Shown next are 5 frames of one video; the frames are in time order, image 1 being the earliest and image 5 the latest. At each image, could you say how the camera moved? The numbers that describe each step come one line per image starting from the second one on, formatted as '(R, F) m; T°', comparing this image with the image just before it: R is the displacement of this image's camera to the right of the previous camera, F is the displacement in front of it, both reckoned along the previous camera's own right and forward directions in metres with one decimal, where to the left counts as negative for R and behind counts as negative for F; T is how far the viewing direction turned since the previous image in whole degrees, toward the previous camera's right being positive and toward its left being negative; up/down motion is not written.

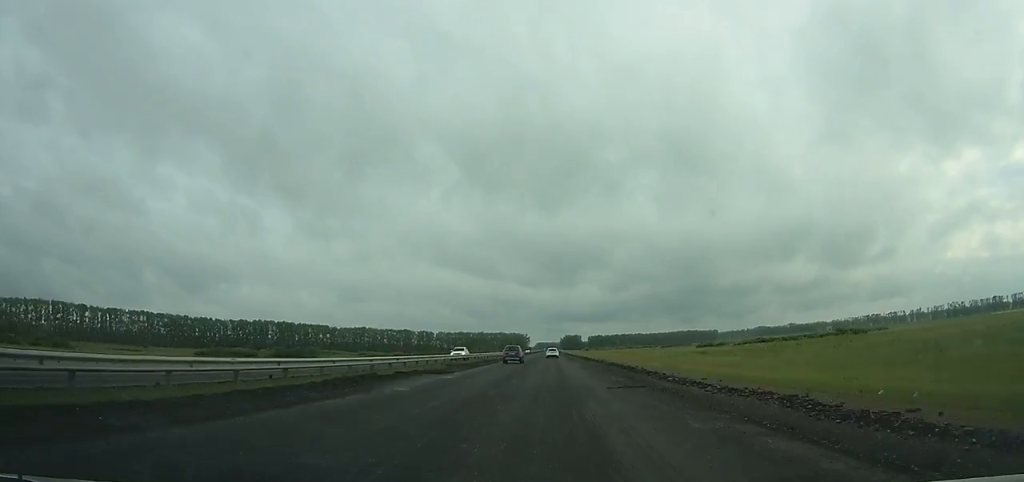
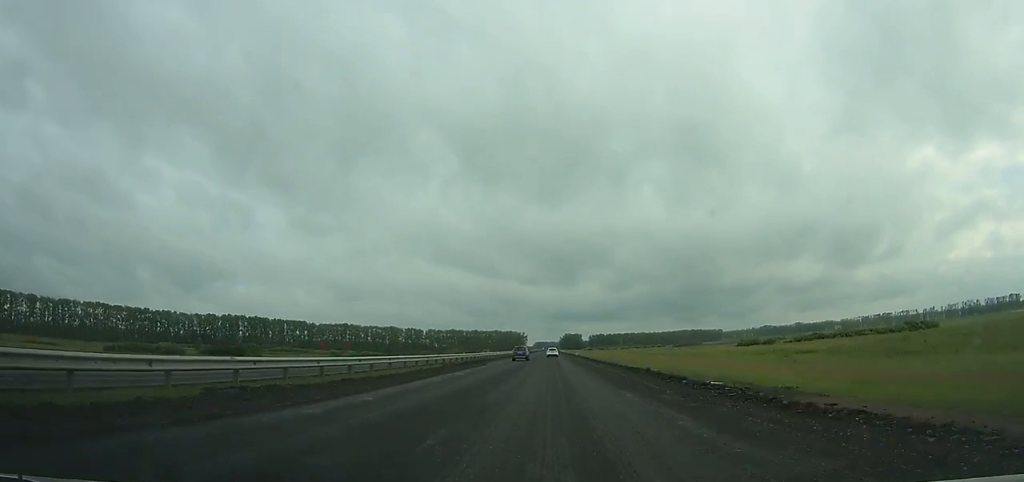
(-0.1, +52.3) m; 0°
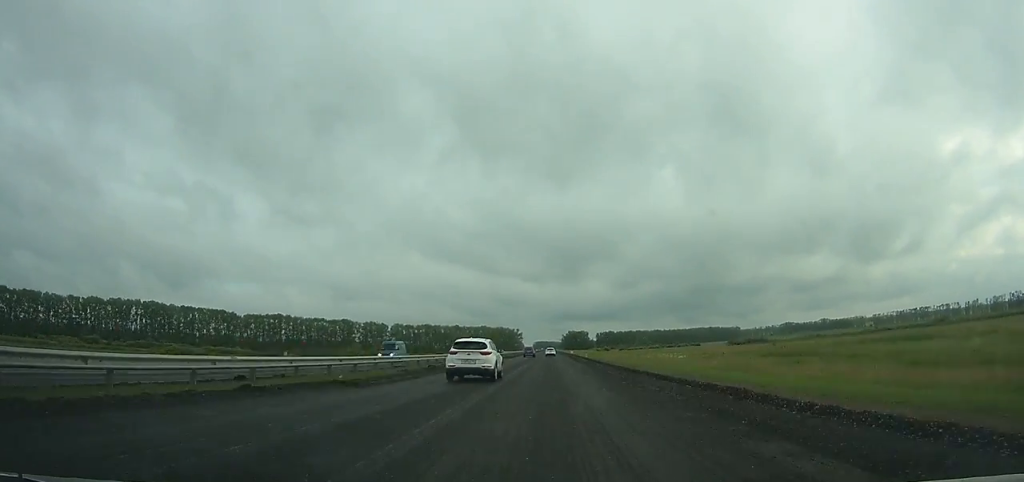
(+0.3, +135.9) m; 0°
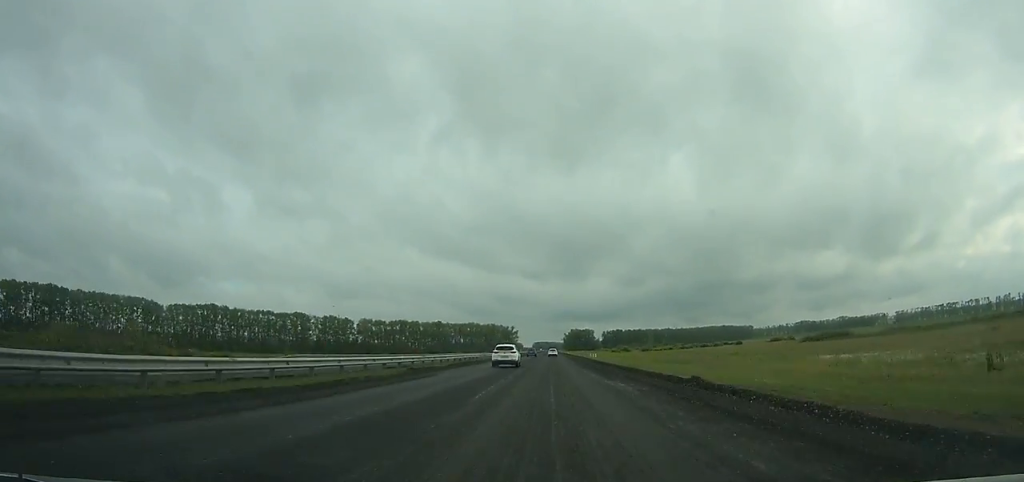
(0.0, +87.0) m; 0°
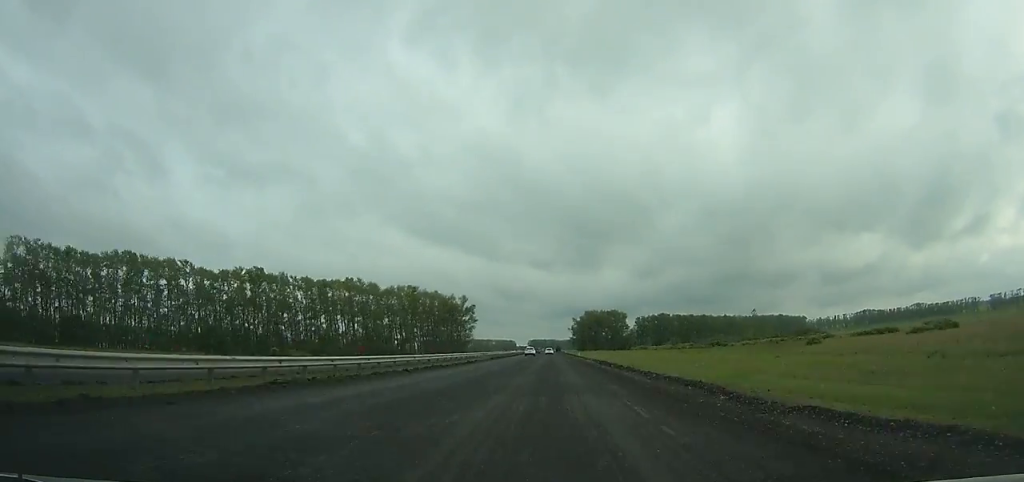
(+0.1, +278.3) m; 0°
